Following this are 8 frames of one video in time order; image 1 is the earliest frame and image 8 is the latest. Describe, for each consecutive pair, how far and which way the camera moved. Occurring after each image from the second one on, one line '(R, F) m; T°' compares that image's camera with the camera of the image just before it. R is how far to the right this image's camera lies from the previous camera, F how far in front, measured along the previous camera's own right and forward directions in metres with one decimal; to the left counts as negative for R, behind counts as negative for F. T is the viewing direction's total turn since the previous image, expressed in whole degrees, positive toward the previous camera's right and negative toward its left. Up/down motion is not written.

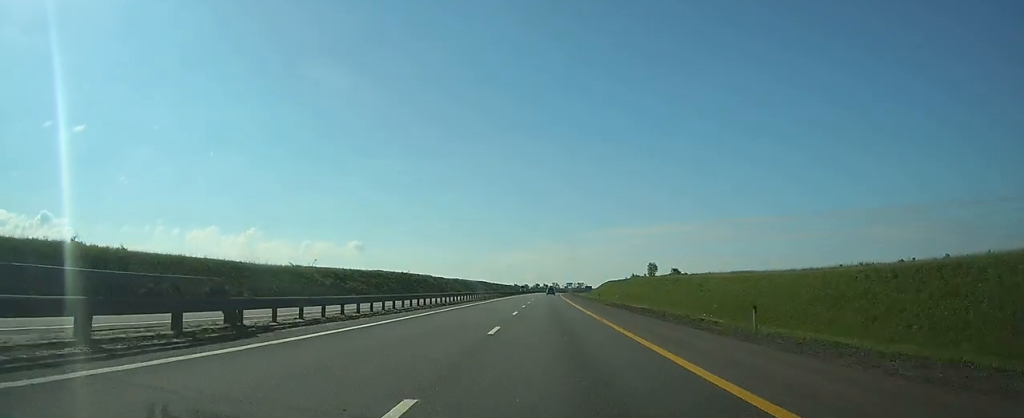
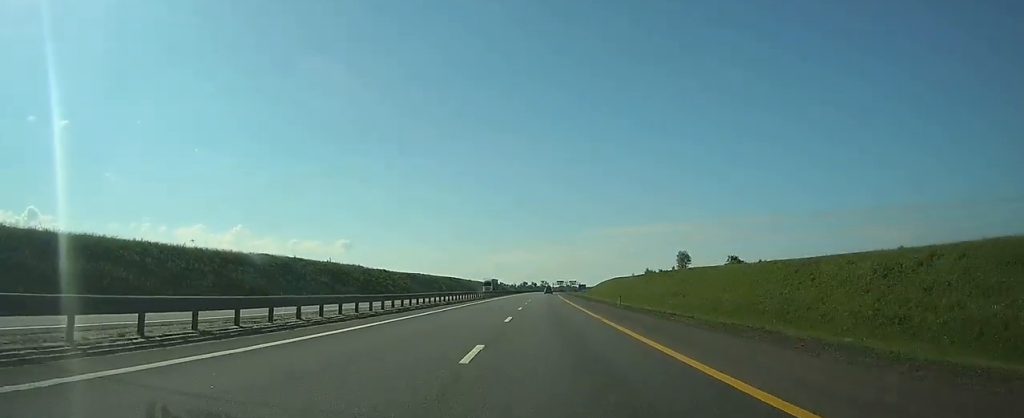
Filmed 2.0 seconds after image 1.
(+0.1, +65.7) m; 0°
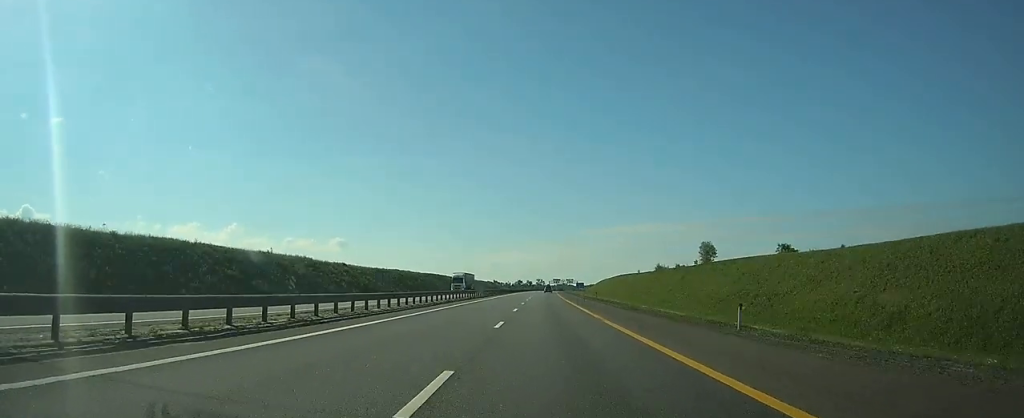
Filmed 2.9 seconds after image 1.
(+0.1, +28.1) m; 0°
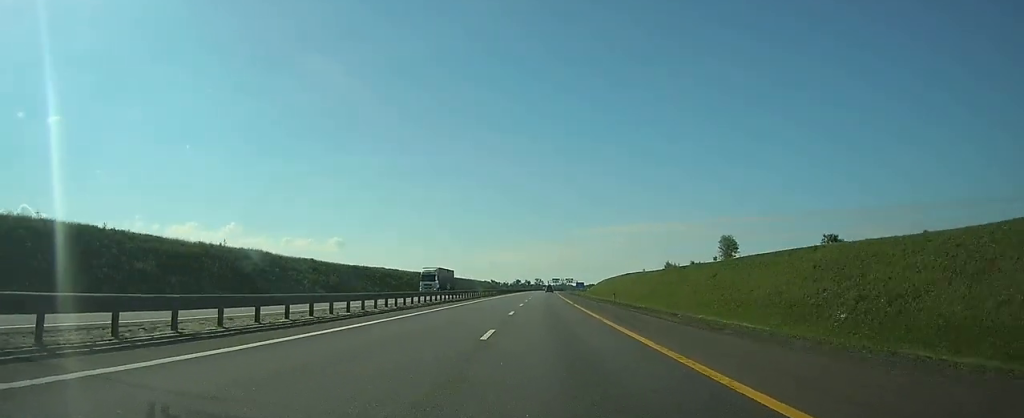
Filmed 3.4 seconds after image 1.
(0.0, +16.2) m; 0°
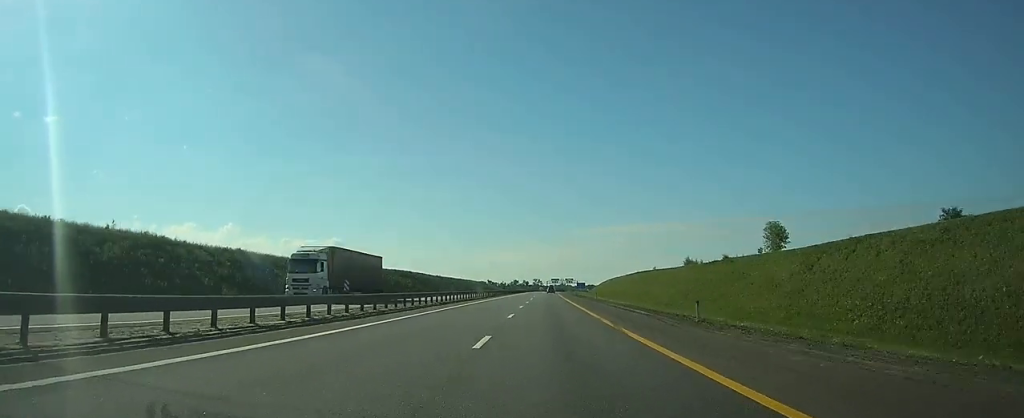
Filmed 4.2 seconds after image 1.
(+0.1, +26.0) m; 0°
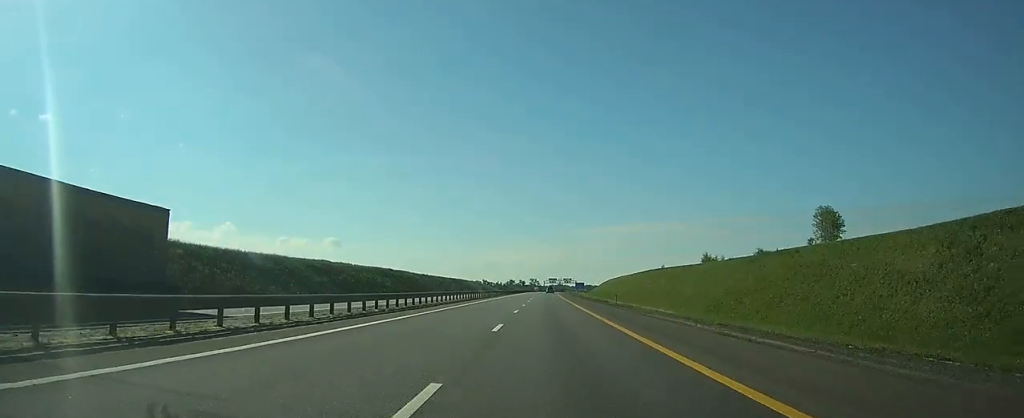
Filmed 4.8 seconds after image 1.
(+0.1, +19.5) m; 0°
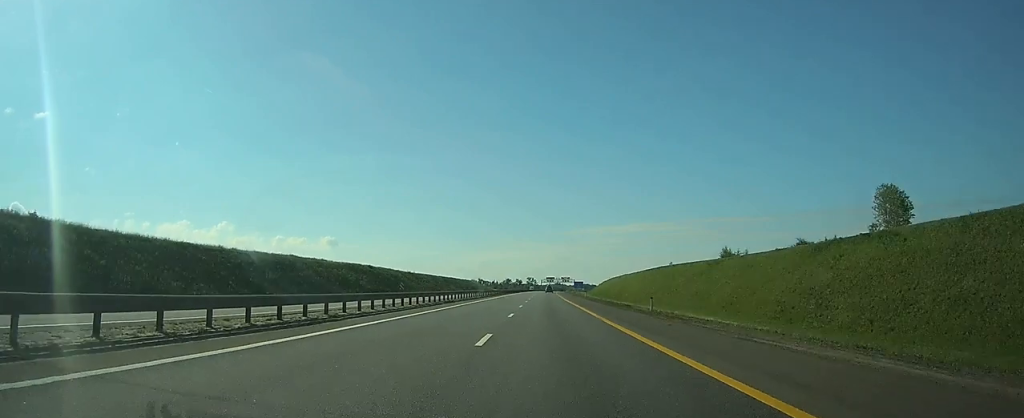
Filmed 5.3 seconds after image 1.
(+0.1, +16.3) m; 0°
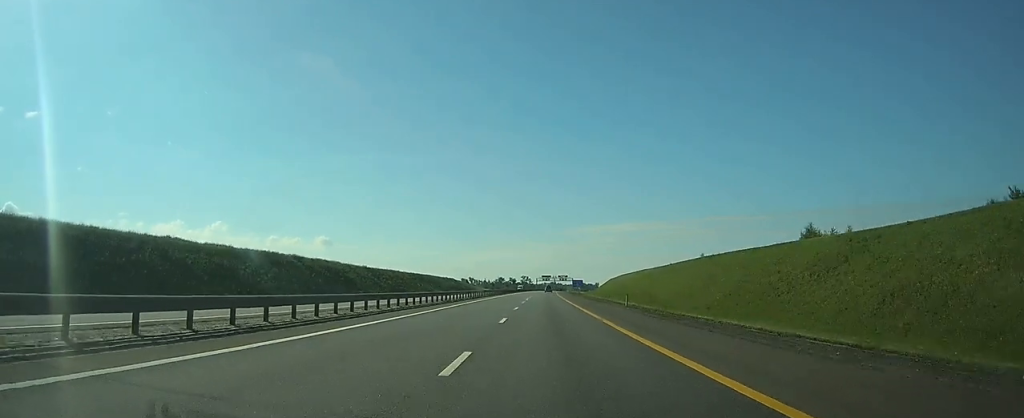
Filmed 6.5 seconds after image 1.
(+0.1, +40.1) m; +1°
